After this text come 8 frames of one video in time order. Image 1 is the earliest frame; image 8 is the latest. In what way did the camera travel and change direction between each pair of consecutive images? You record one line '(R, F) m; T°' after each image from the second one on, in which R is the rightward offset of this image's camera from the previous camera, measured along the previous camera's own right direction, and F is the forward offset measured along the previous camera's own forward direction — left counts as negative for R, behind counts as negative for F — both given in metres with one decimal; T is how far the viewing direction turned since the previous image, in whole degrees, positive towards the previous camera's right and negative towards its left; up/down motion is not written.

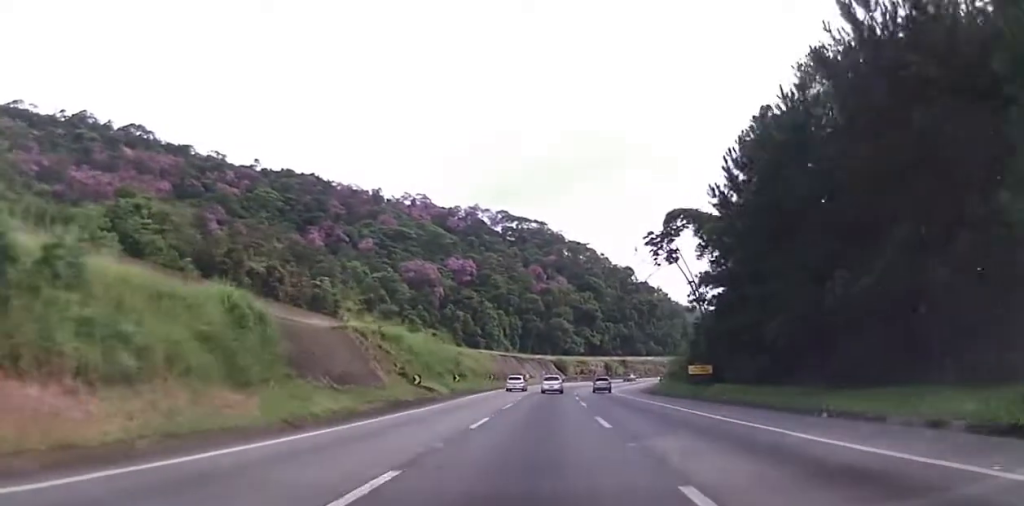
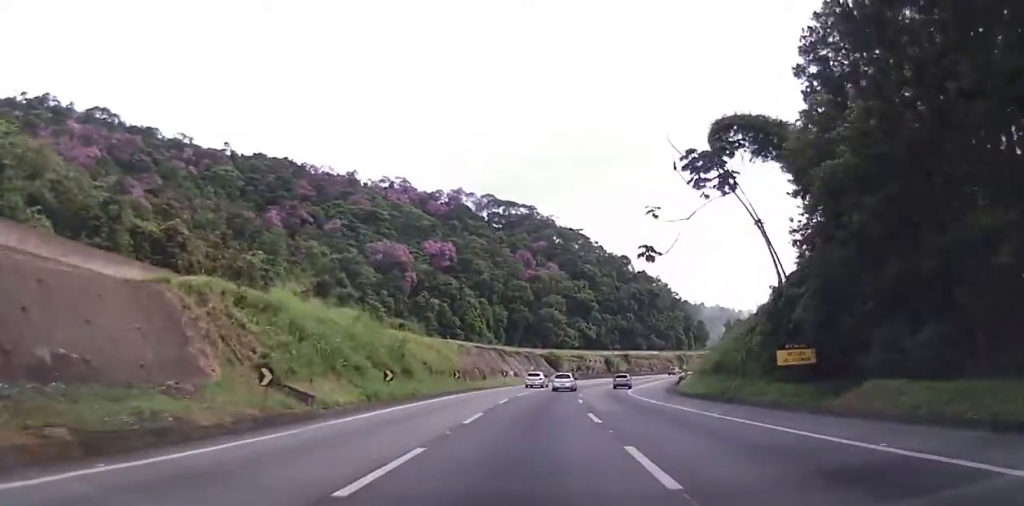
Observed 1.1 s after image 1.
(+0.3, +23.3) m; 0°
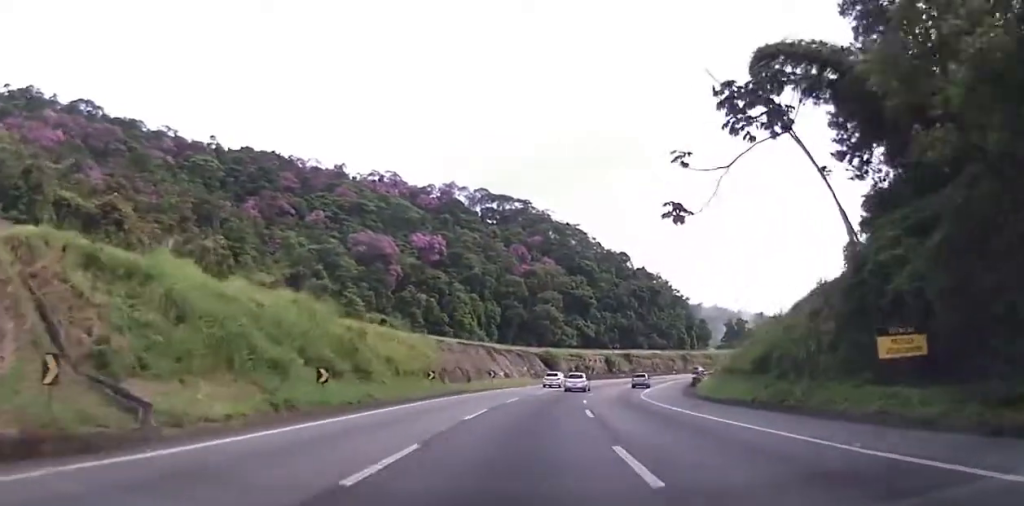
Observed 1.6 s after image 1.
(-0.3, +10.6) m; +1°
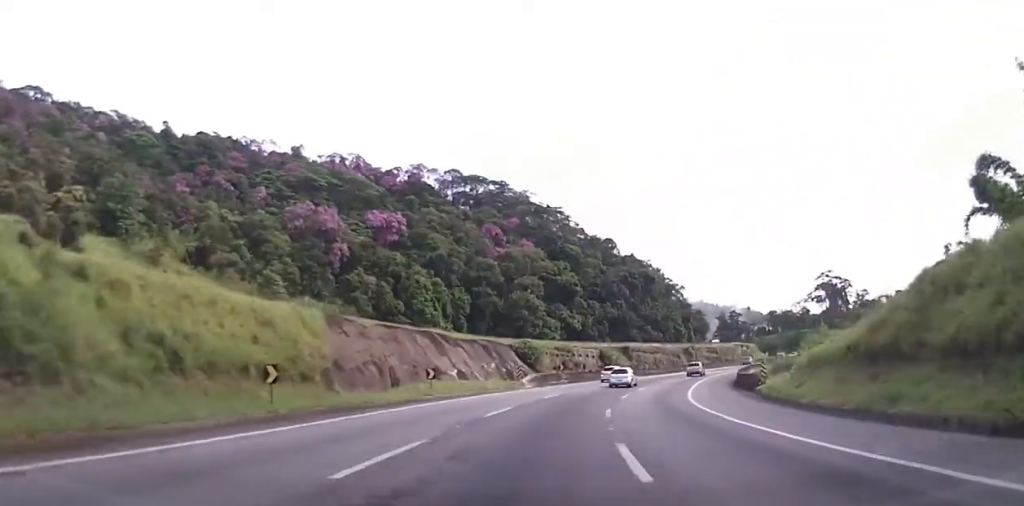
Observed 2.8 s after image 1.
(+0.8, +24.8) m; +3°
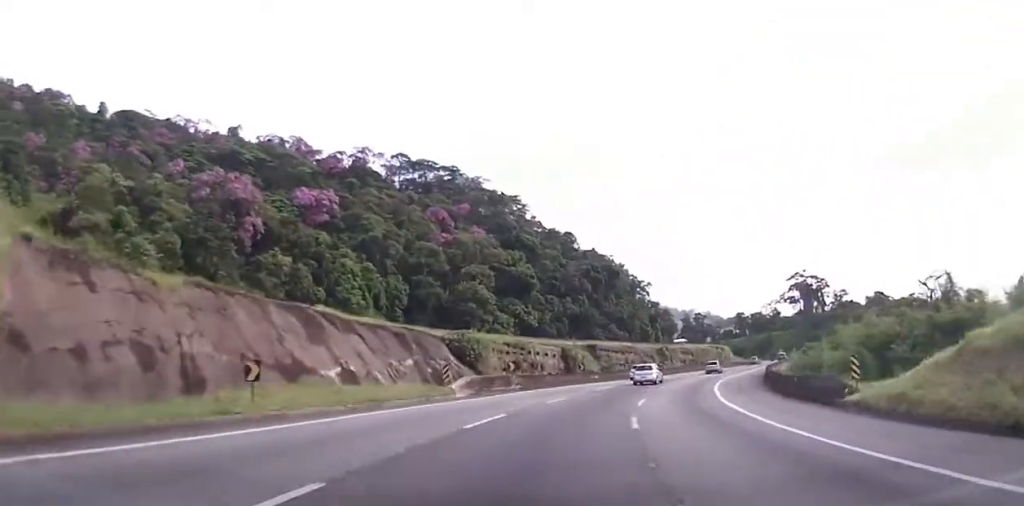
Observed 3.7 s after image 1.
(0.0, +19.1) m; +3°
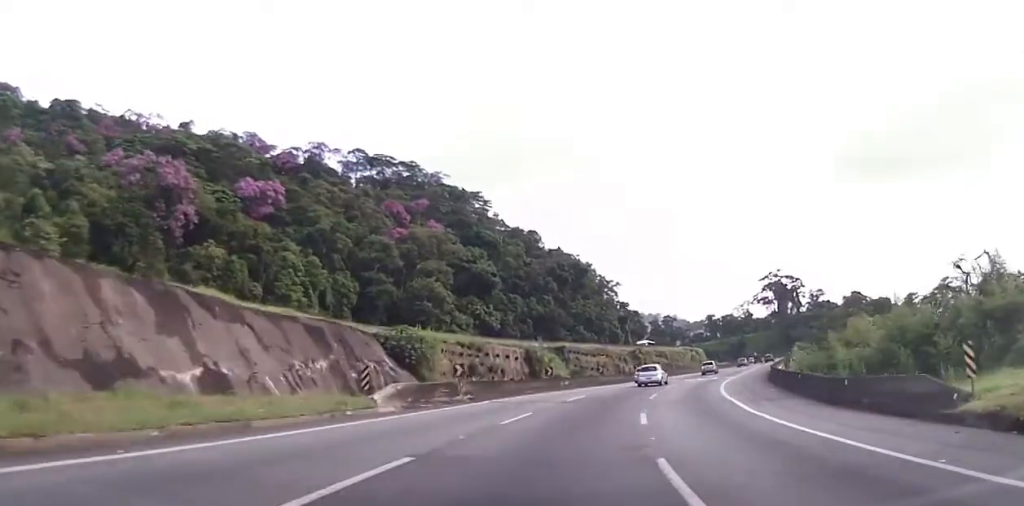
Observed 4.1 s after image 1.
(+0.3, +9.8) m; +3°
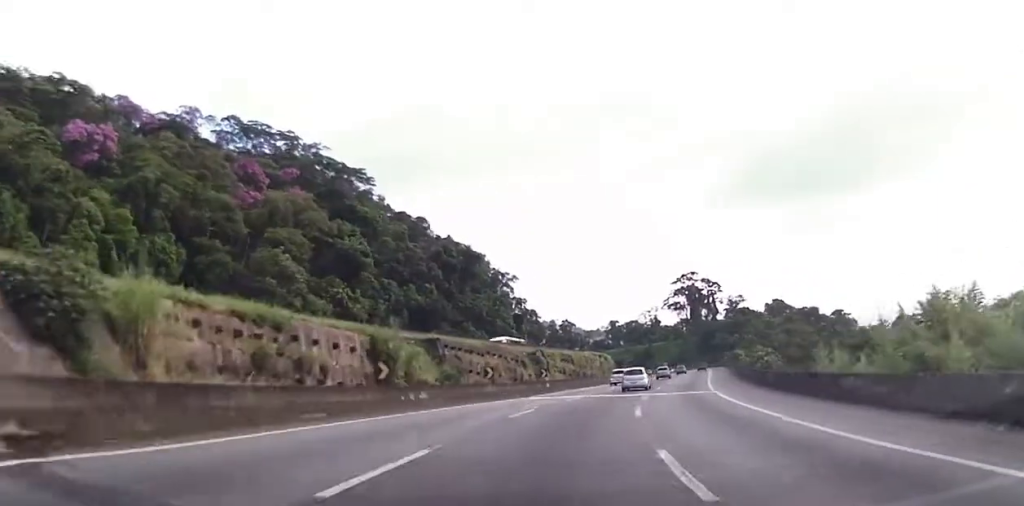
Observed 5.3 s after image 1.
(+1.8, +24.4) m; +8°
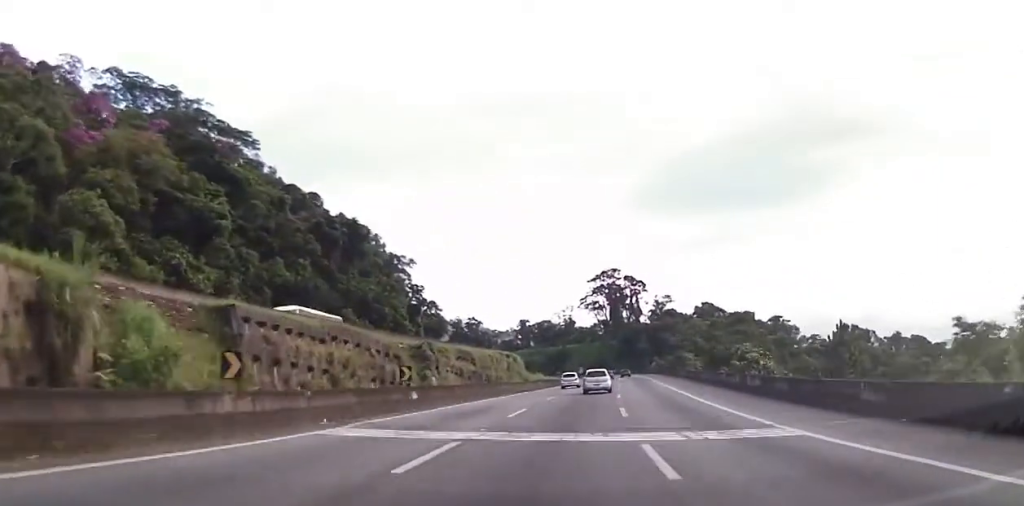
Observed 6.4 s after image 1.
(+1.4, +23.0) m; +6°
